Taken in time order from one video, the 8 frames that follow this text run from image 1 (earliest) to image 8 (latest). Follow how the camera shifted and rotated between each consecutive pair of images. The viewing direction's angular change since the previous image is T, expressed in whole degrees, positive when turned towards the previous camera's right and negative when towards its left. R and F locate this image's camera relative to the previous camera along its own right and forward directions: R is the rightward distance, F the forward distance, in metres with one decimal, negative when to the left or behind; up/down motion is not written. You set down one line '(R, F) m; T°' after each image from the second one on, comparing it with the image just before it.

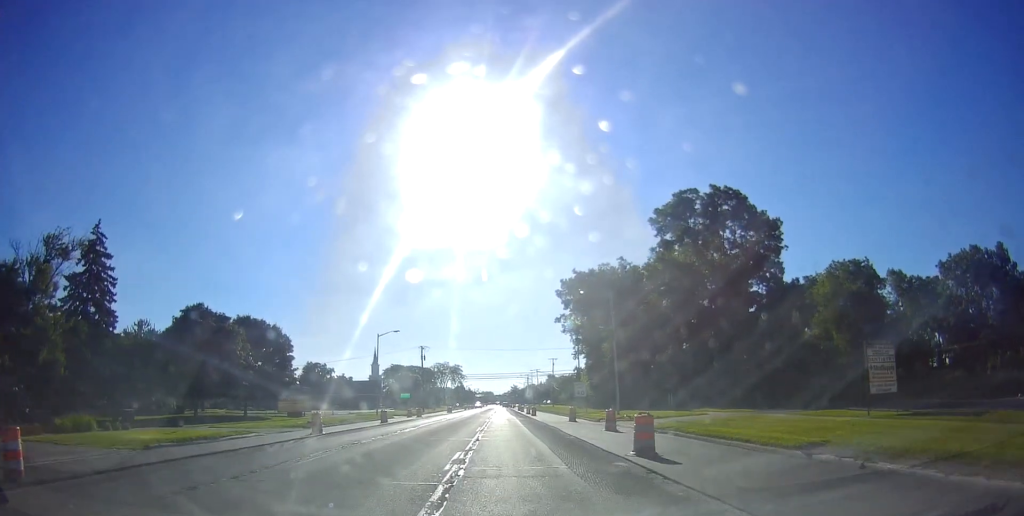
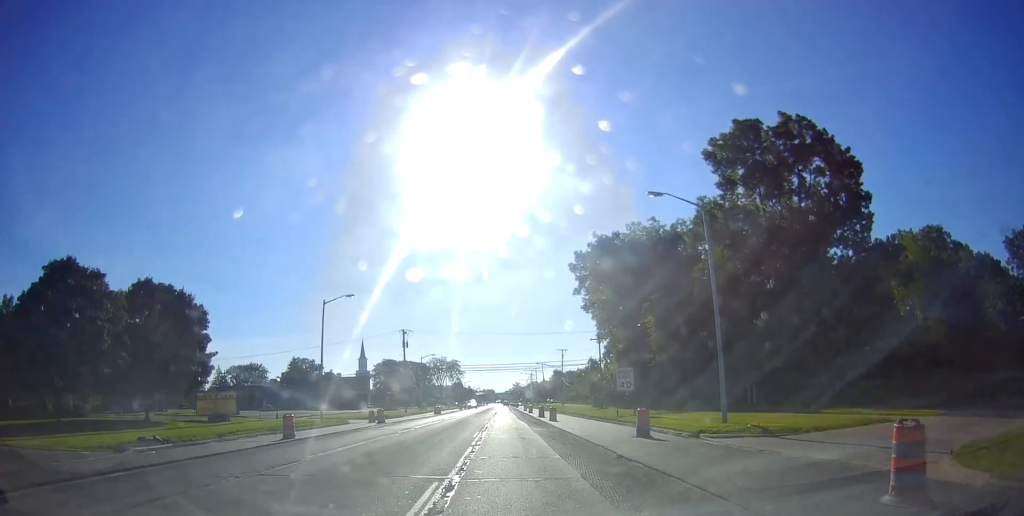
(-0.3, +20.6) m; 0°
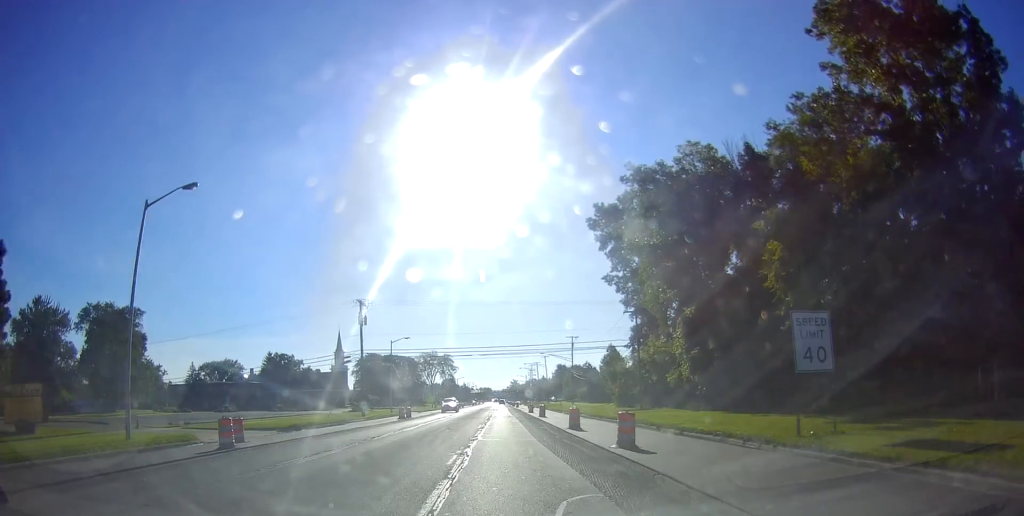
(+0.2, +24.2) m; 0°
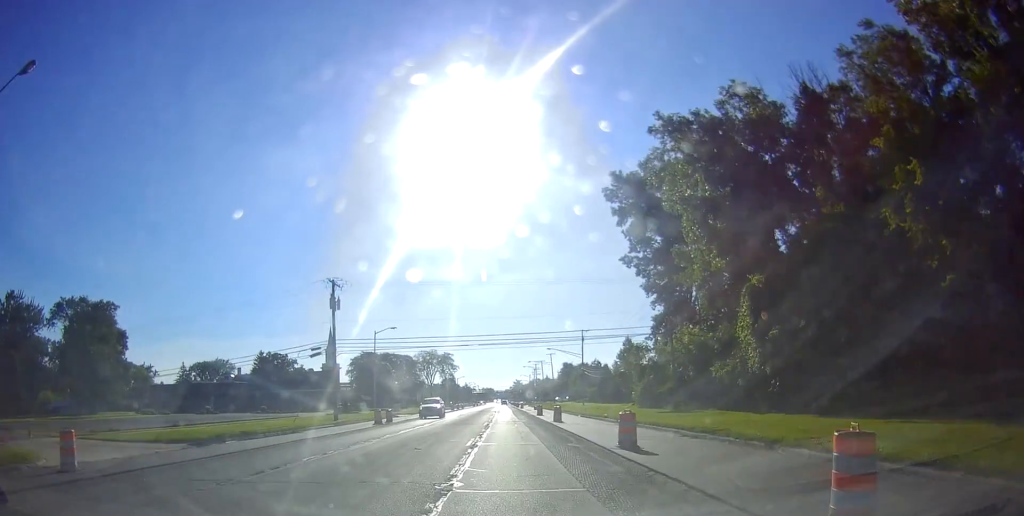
(-0.2, +10.8) m; 0°
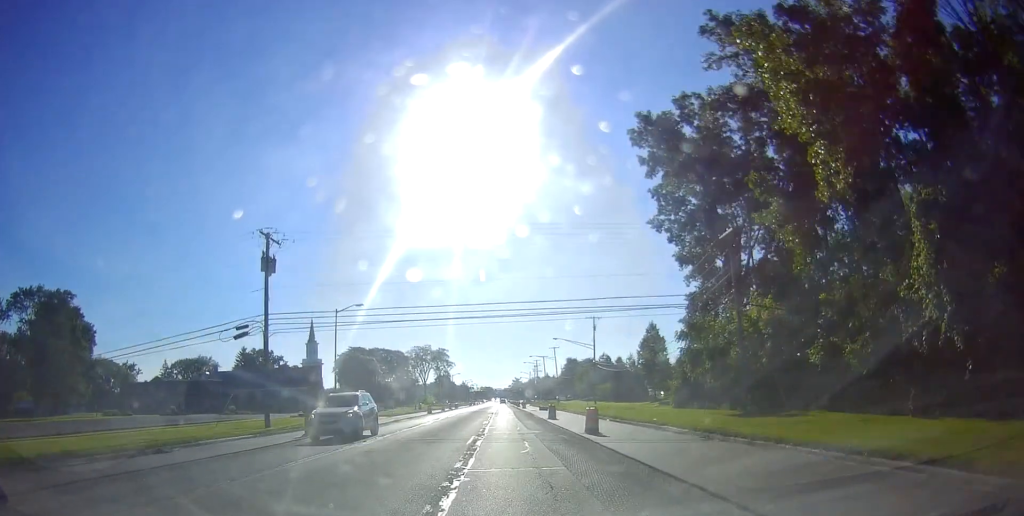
(+0.3, +14.3) m; 0°
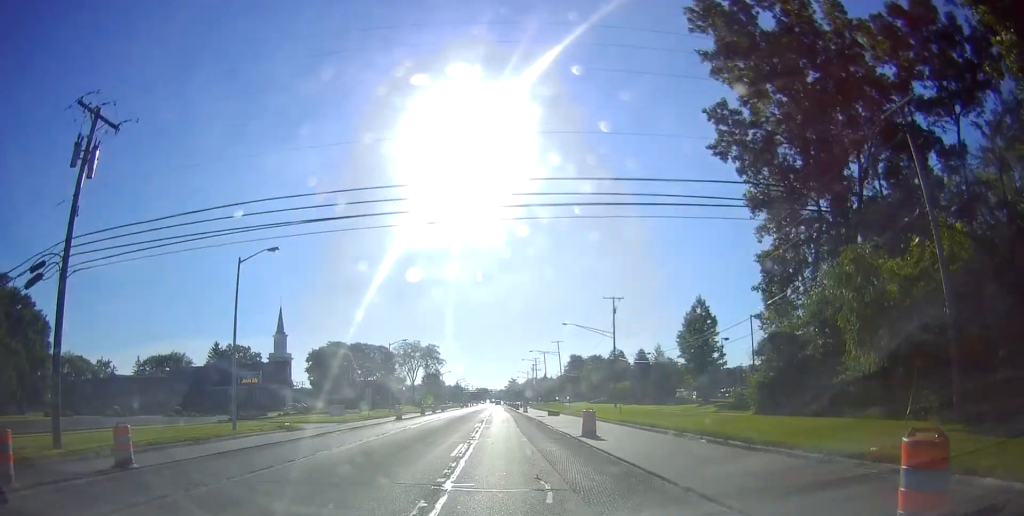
(-0.3, +18.4) m; +1°
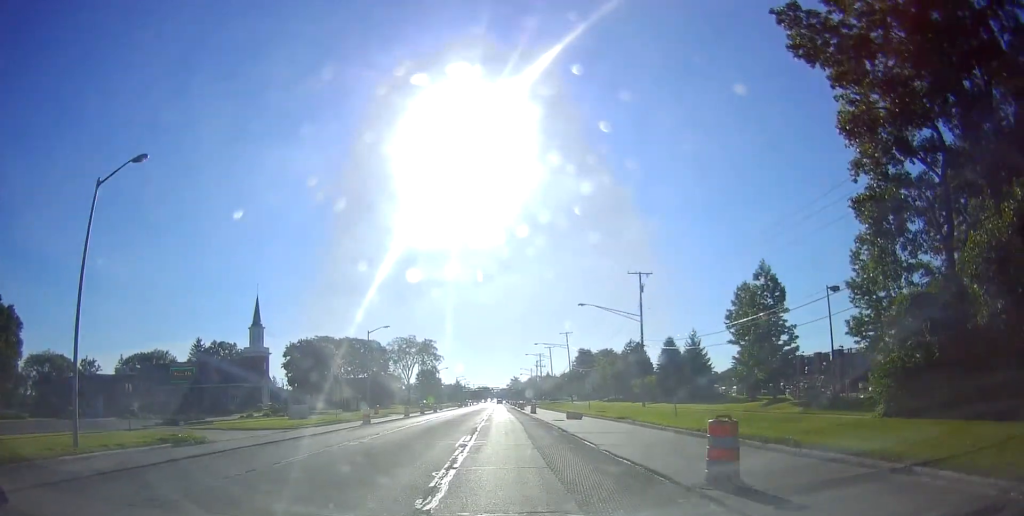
(+0.3, +13.3) m; +1°
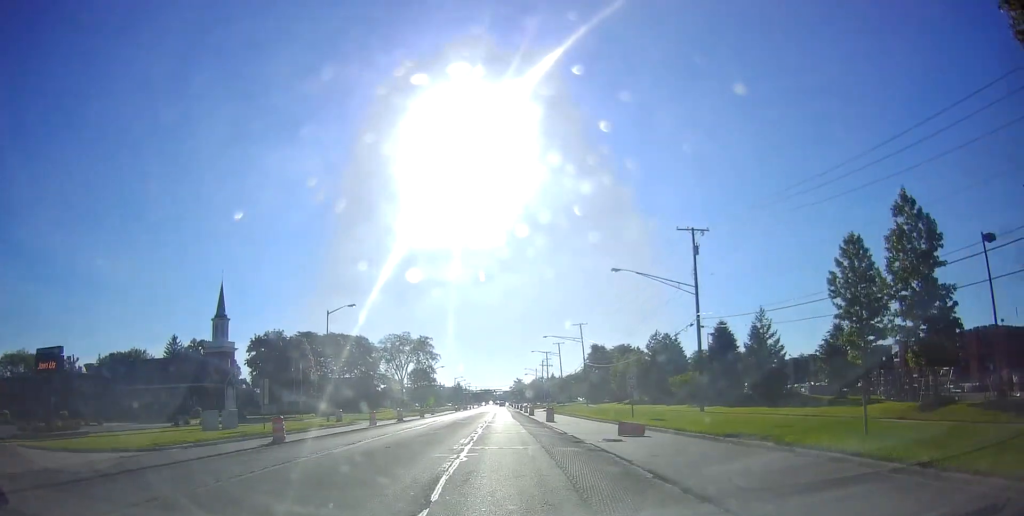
(-0.2, +16.3) m; -2°
